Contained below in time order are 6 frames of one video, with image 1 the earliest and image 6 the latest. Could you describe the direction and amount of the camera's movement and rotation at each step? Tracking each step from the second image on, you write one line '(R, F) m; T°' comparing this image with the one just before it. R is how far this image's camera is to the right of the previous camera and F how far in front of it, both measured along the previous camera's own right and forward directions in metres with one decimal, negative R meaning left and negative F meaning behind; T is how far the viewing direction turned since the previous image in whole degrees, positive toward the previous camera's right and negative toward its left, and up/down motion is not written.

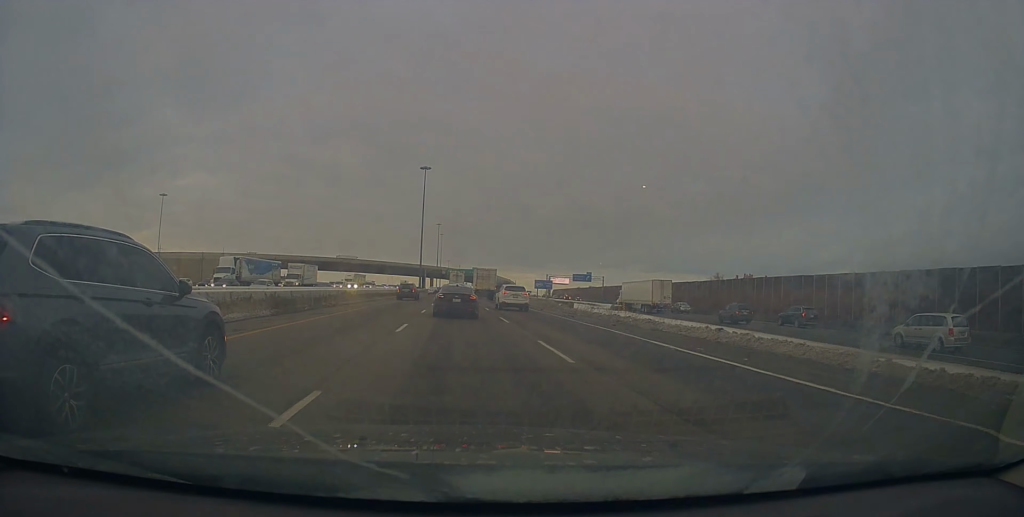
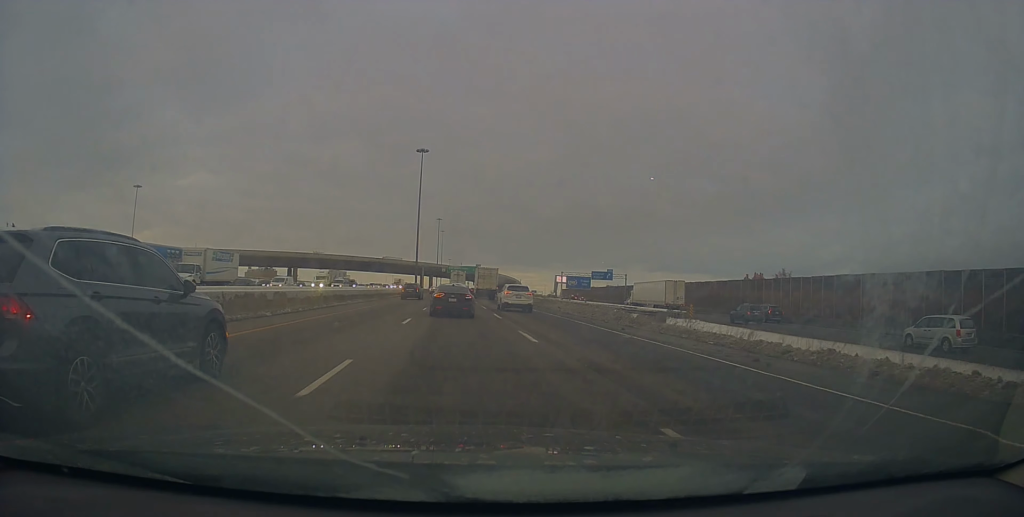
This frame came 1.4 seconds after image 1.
(+0.9, +20.7) m; +2°
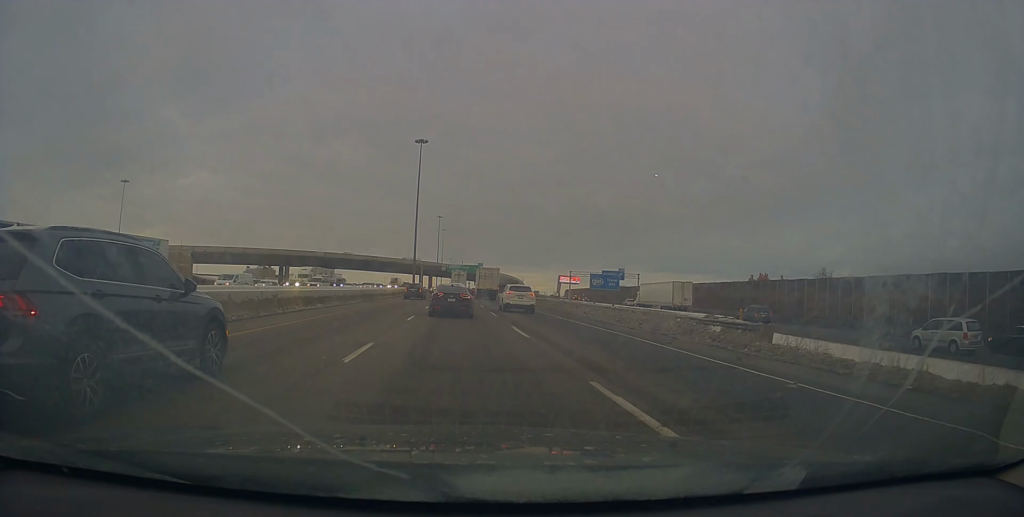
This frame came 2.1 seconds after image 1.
(-0.1, +9.5) m; -1°
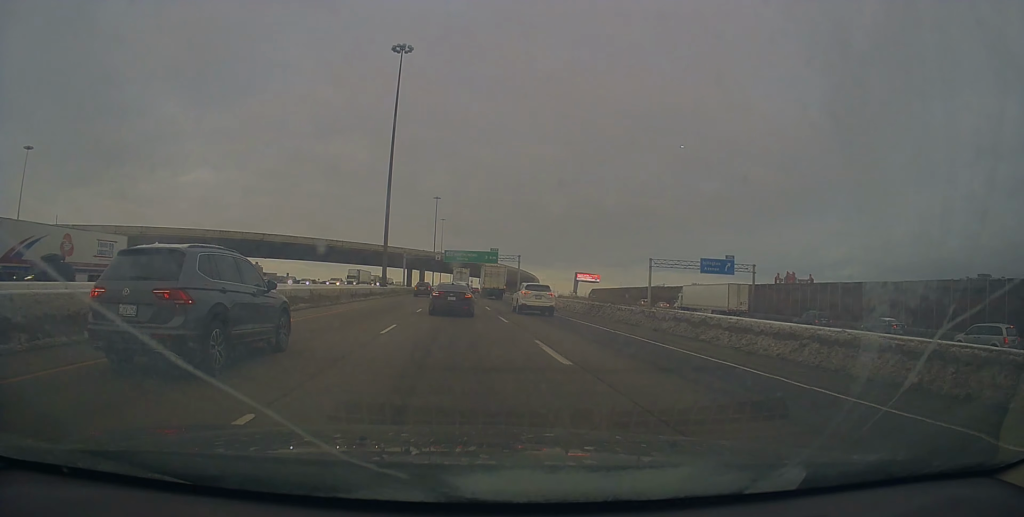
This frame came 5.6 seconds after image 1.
(-1.8, +54.2) m; -3°
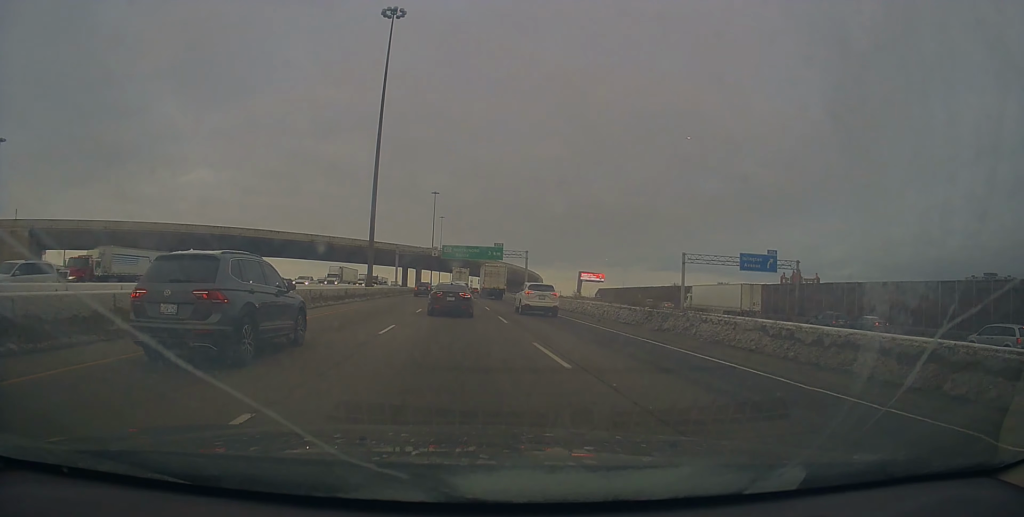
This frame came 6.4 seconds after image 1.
(+0.4, +12.1) m; +1°
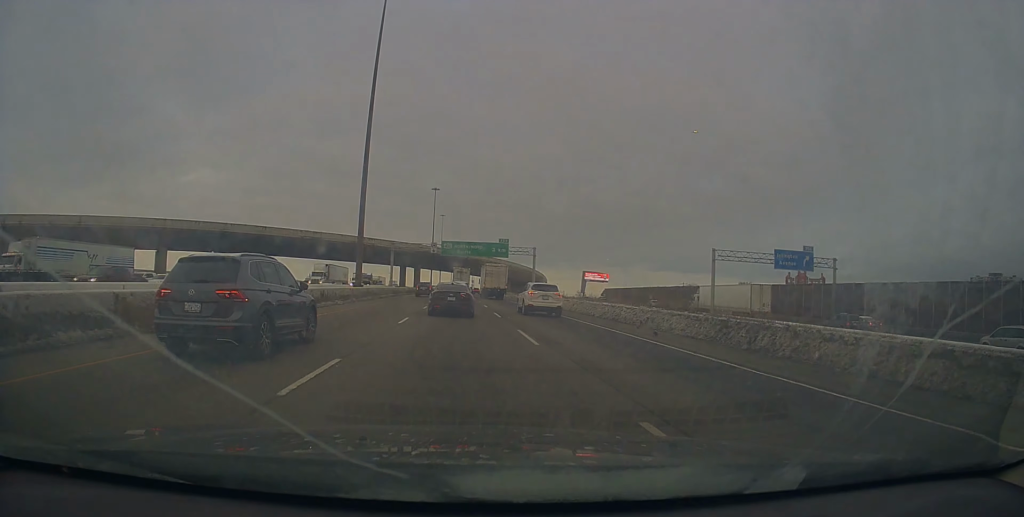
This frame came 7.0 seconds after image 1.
(-0.1, +8.0) m; 0°
